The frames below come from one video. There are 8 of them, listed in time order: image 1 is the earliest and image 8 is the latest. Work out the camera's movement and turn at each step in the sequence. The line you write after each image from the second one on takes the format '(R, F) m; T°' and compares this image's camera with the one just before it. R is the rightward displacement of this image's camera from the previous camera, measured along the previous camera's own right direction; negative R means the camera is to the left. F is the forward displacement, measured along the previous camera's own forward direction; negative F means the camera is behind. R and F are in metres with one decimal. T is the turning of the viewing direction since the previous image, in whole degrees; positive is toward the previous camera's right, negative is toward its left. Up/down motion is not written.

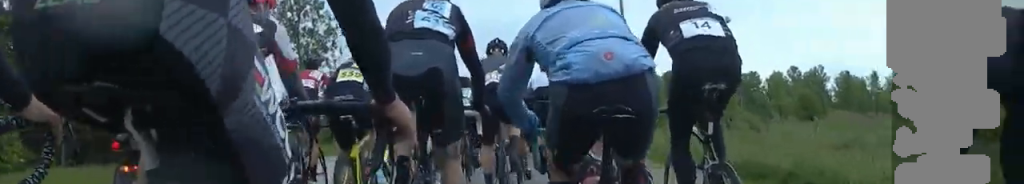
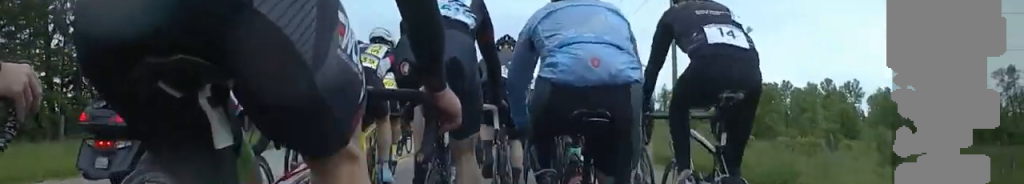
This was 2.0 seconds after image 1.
(+0.3, +13.6) m; +2°
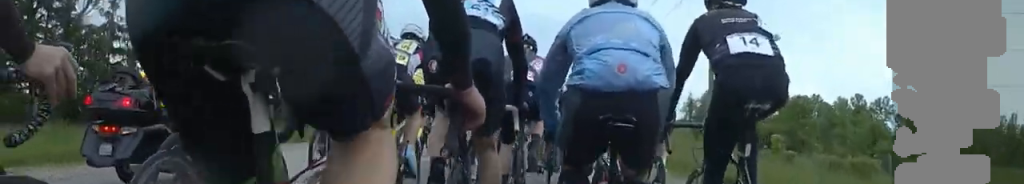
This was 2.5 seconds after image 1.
(+0.5, +3.5) m; 0°
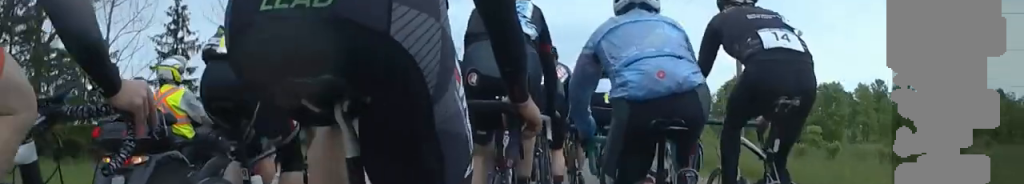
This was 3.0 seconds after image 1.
(-0.5, +3.4) m; -1°
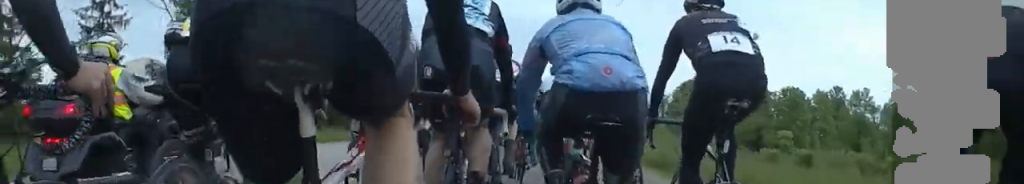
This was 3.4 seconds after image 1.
(-0.4, +2.9) m; -1°
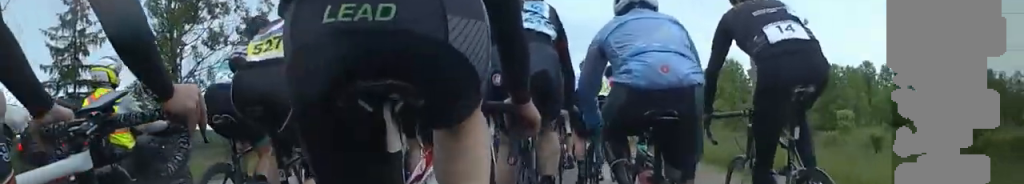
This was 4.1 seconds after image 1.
(+0.4, +4.2) m; -1°
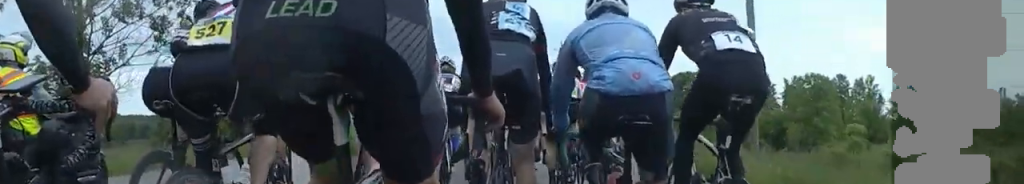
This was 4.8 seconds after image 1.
(+0.1, +4.8) m; 0°
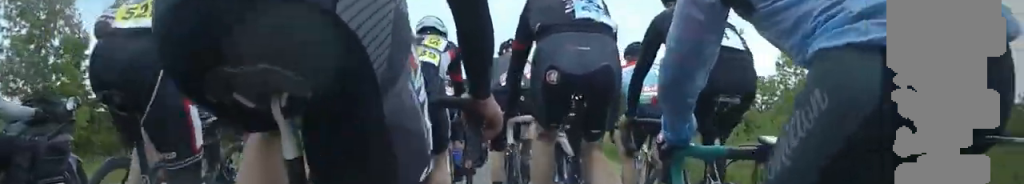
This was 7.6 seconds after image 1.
(-0.3, +19.4) m; +2°
